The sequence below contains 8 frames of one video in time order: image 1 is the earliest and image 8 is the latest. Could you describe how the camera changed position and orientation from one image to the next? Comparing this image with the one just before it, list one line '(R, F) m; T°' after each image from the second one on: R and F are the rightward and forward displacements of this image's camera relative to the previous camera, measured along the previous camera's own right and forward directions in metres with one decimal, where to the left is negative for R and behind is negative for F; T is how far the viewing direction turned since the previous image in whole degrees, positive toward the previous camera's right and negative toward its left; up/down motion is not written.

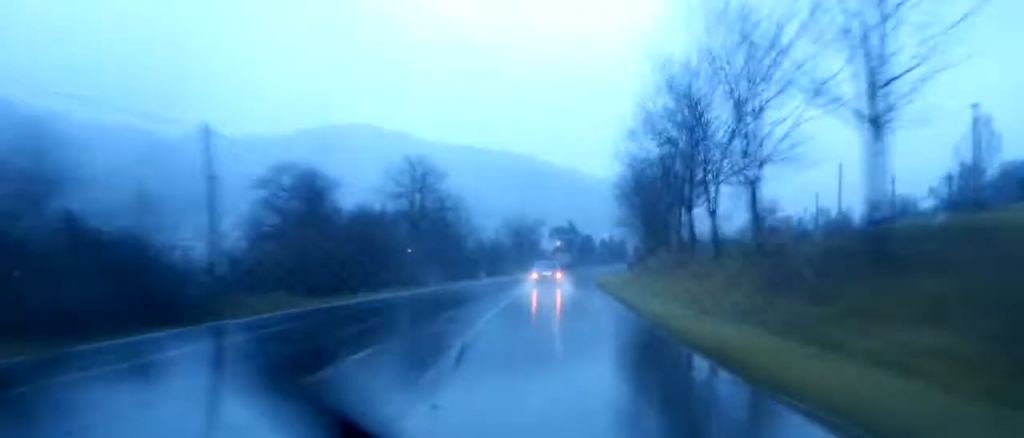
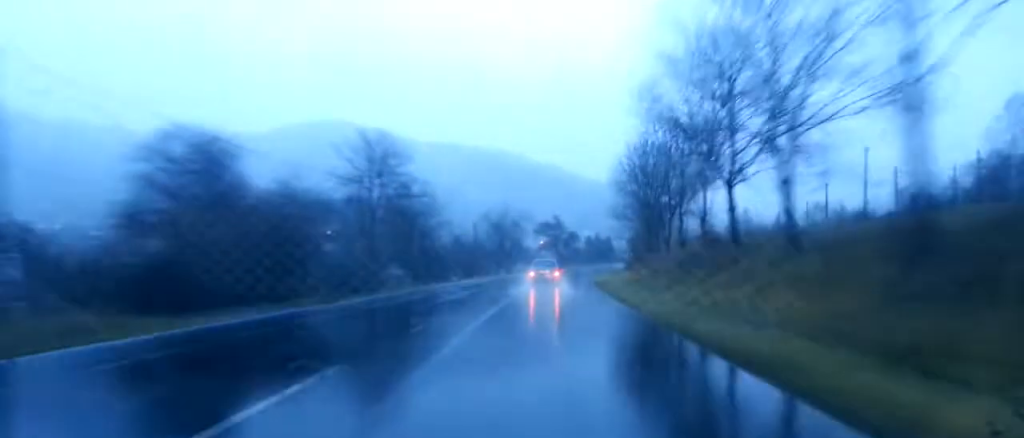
(0.0, +11.8) m; 0°
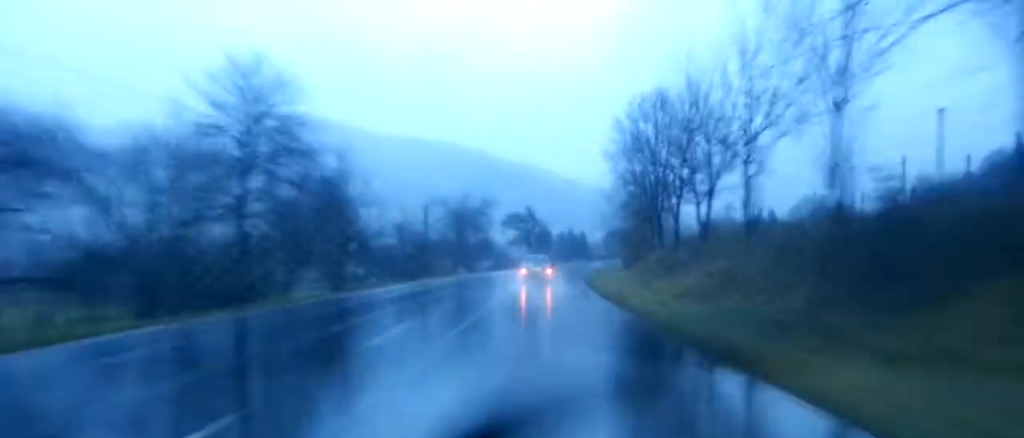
(+0.2, +20.8) m; +1°
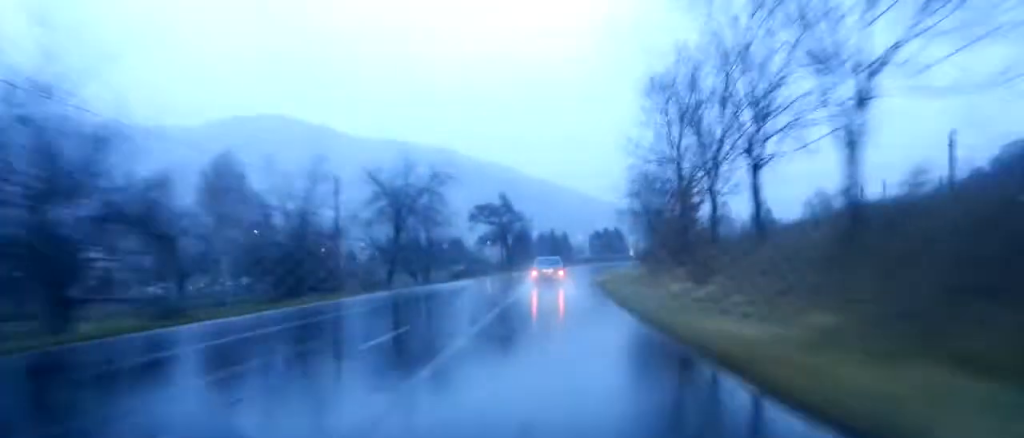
(+0.9, +27.8) m; +4°
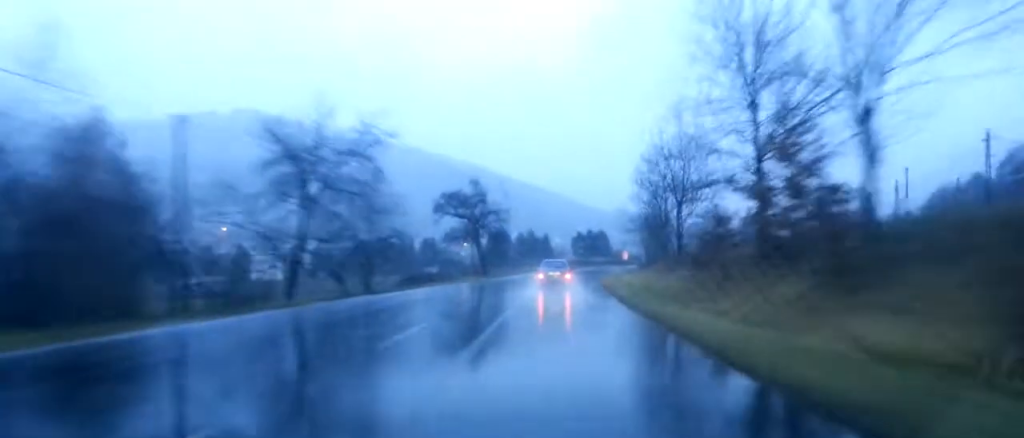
(+0.6, +18.5) m; +3°
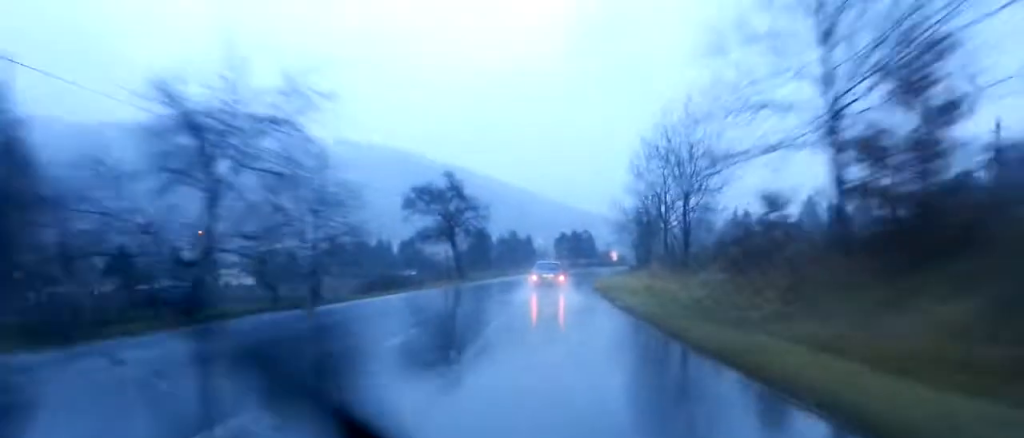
(+0.2, +8.5) m; +1°
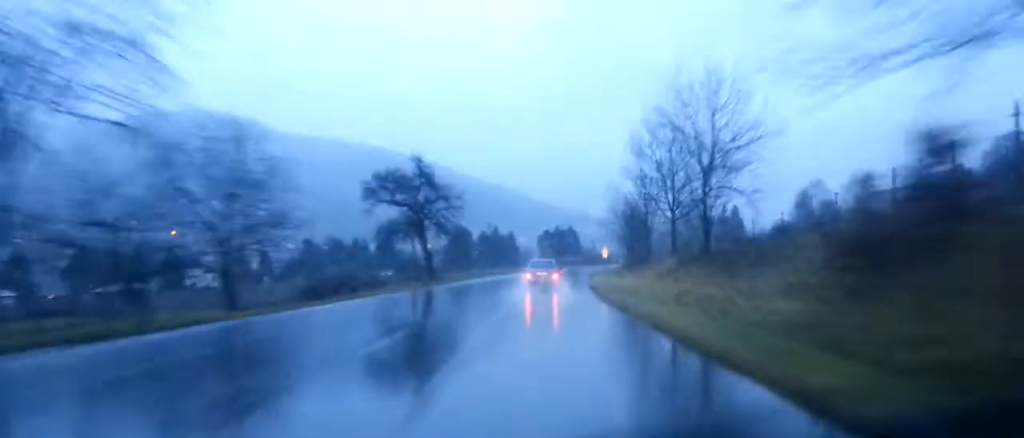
(0.0, +9.7) m; +1°
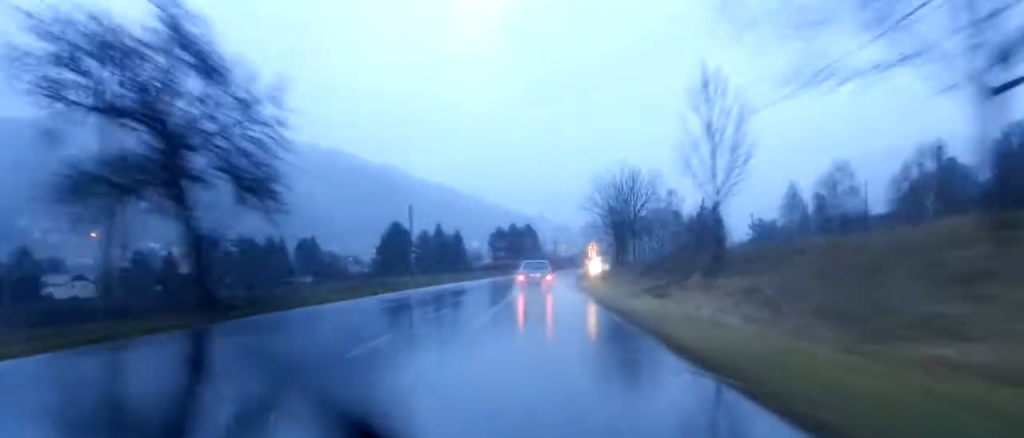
(+0.8, +36.4) m; +3°
